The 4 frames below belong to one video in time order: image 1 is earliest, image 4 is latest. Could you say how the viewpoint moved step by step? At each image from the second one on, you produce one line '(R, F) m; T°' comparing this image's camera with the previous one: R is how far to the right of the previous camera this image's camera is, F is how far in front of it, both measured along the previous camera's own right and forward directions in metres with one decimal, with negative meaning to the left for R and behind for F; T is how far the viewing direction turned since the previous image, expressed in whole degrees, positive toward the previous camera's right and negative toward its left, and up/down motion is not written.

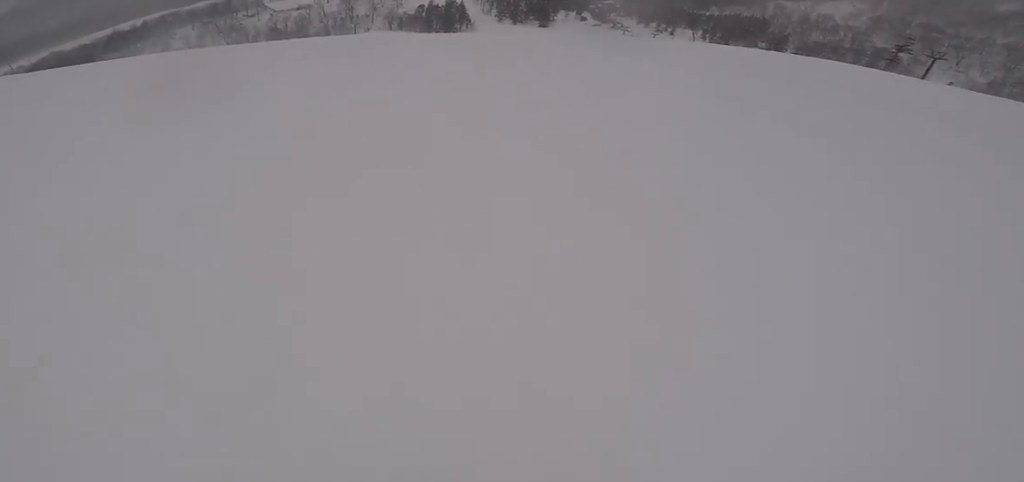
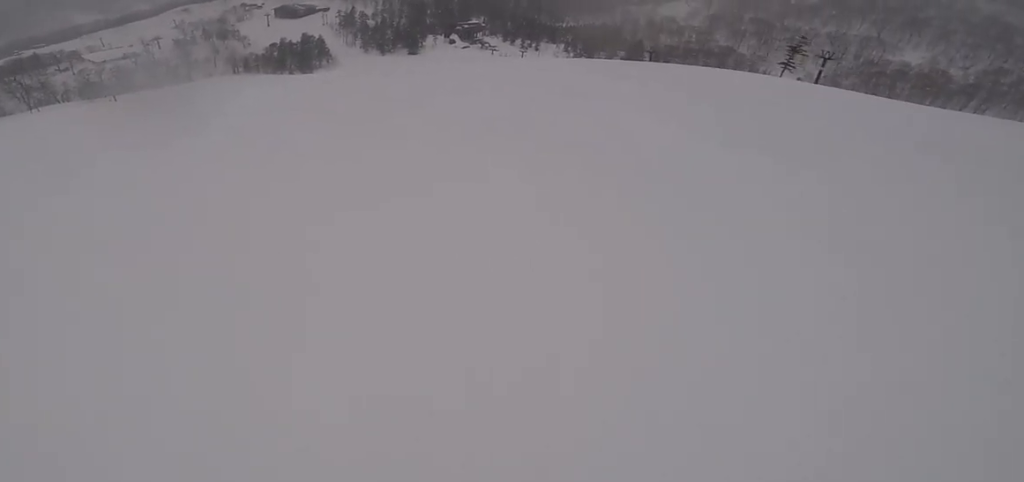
(0.0, +23.7) m; 0°
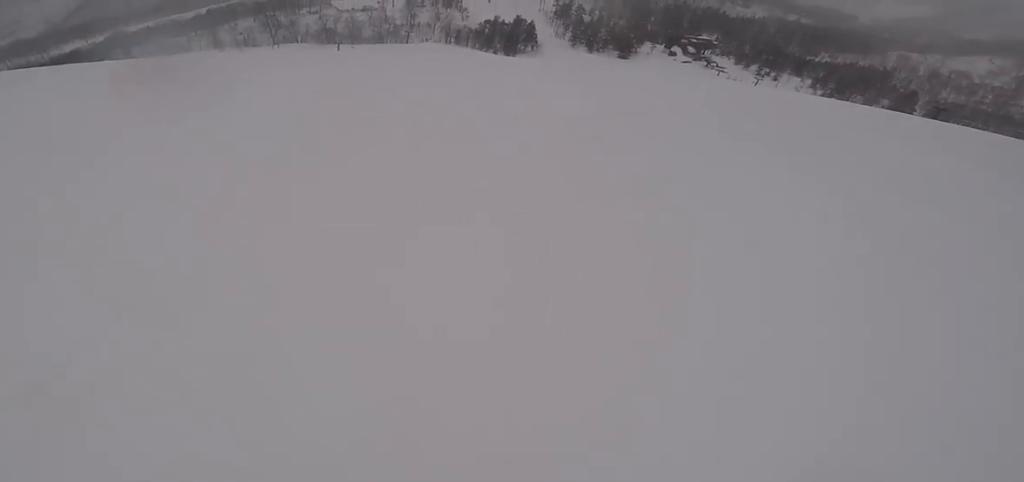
(0.0, +11.1) m; 0°
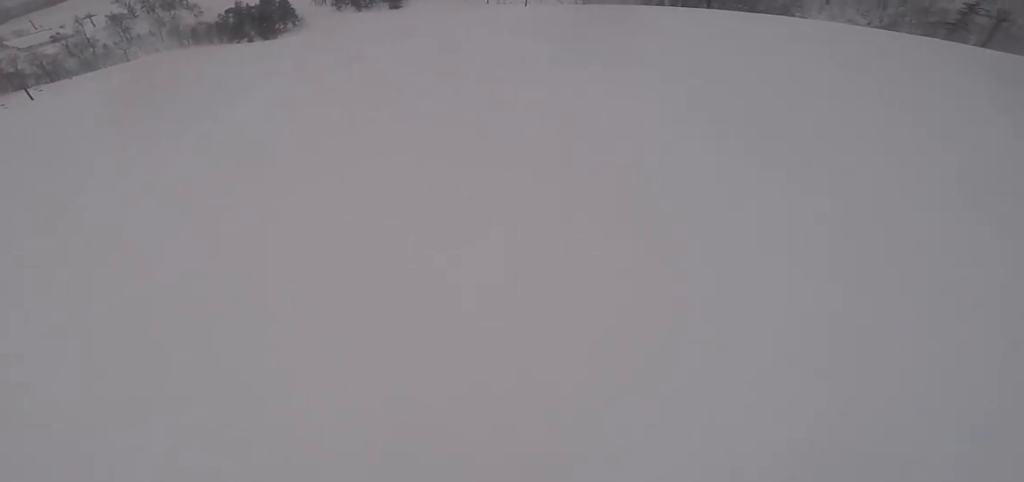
(0.0, +18.0) m; -8°
